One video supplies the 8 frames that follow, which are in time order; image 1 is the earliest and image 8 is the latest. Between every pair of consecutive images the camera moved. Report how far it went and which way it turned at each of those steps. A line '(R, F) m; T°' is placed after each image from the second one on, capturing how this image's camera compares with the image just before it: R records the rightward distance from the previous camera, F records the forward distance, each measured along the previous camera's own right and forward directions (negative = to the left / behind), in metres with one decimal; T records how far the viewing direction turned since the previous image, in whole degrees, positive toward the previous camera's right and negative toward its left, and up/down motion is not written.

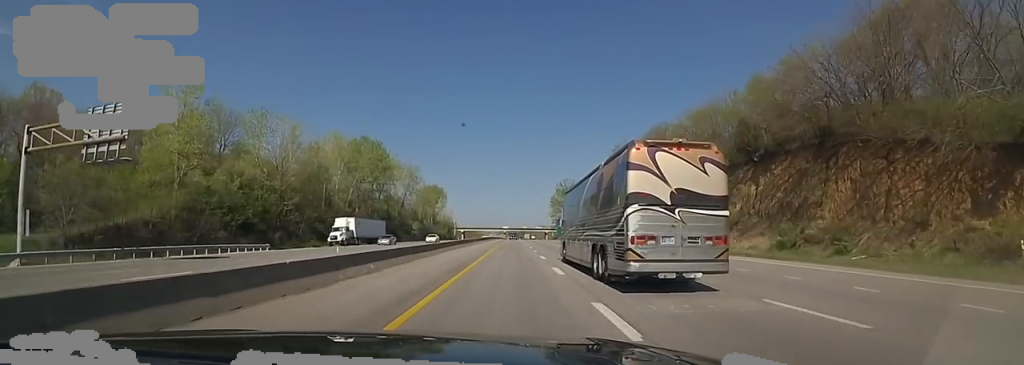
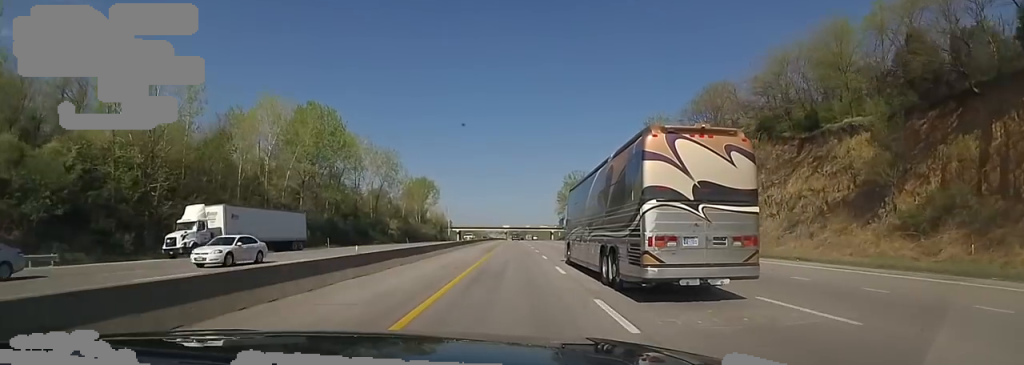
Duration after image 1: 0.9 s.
(0.0, +29.2) m; 0°
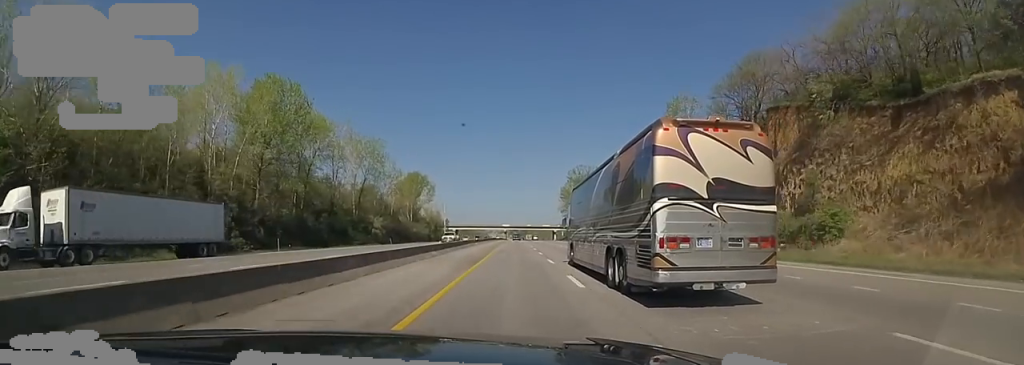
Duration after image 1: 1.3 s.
(0.0, +14.1) m; 0°
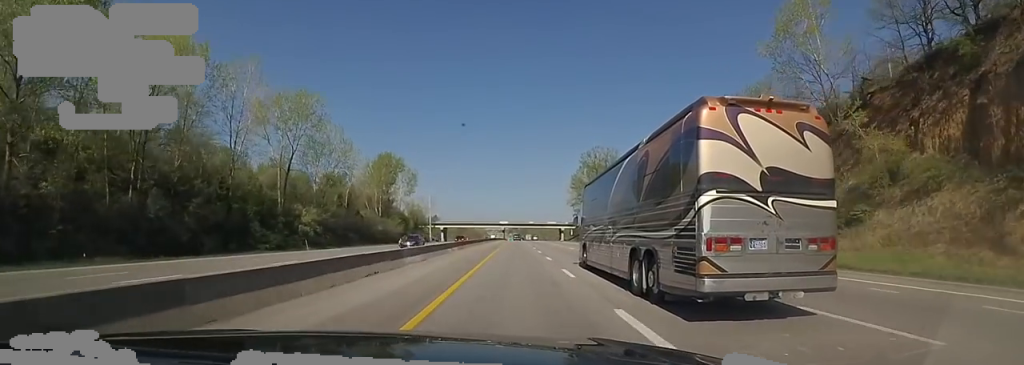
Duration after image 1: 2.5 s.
(-0.1, +36.9) m; 0°
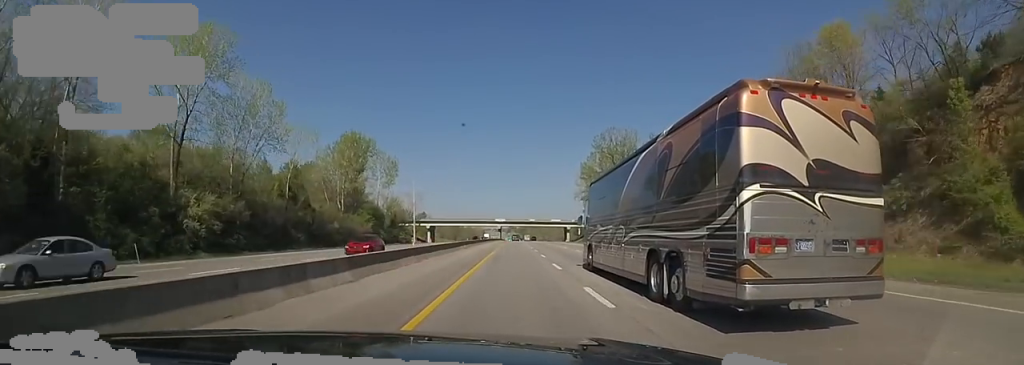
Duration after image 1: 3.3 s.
(+0.1, +26.1) m; 0°
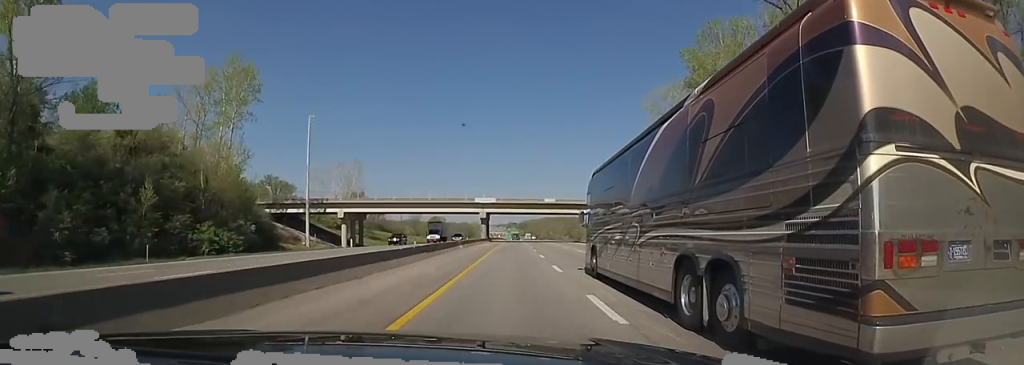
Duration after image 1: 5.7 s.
(-0.1, +81.1) m; 0°
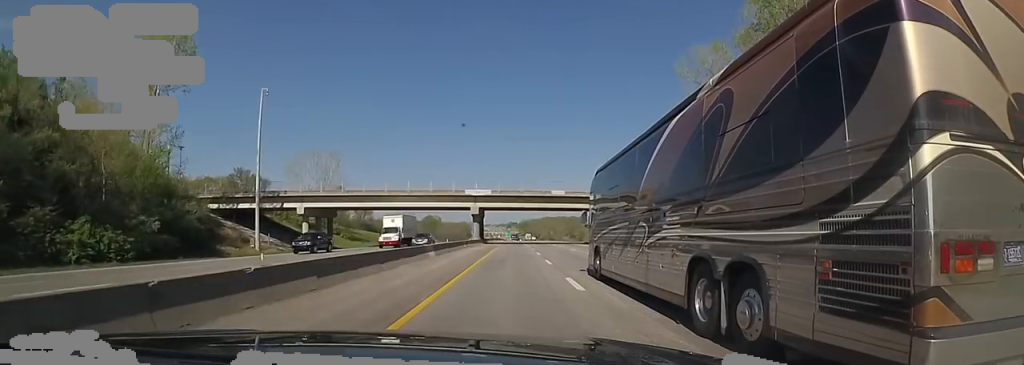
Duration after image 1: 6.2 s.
(+0.1, +15.3) m; 0°
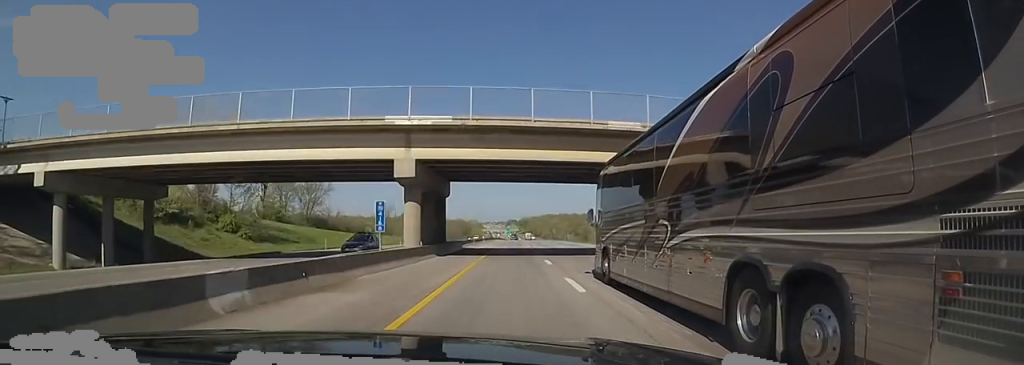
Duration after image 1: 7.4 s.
(-0.1, +40.1) m; 0°
